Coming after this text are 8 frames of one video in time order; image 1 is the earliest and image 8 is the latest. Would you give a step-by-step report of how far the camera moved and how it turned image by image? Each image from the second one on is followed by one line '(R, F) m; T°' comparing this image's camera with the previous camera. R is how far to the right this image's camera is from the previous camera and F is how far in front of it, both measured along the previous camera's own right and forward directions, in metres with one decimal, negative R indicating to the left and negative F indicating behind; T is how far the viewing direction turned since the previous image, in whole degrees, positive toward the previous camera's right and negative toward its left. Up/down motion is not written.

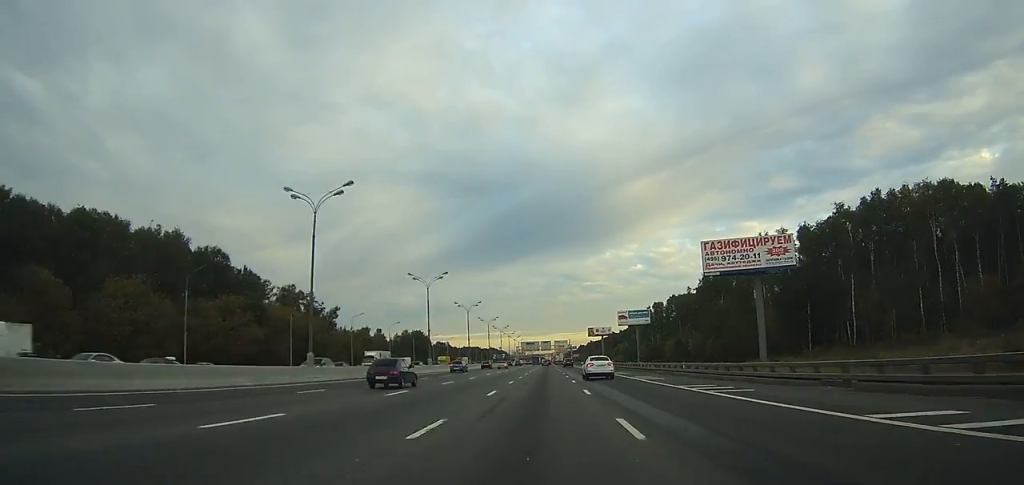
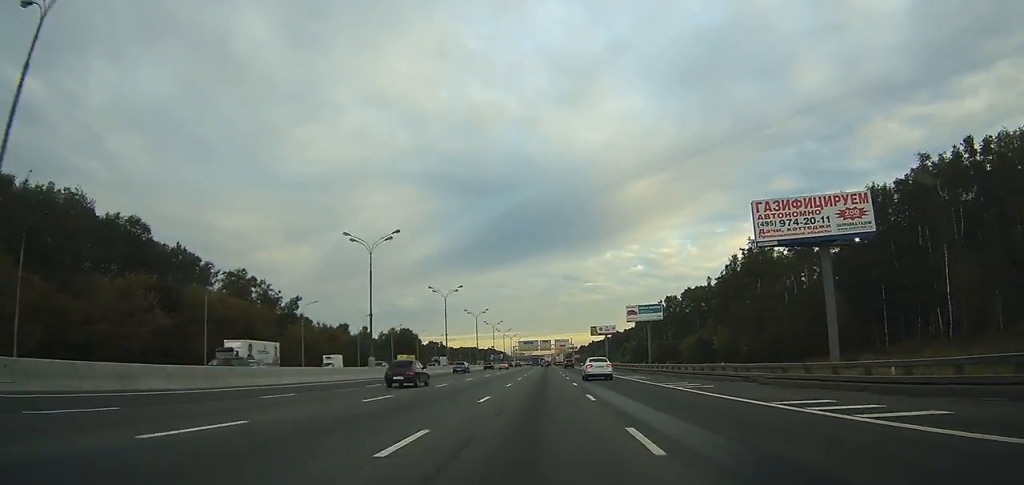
(0.0, +26.3) m; 0°
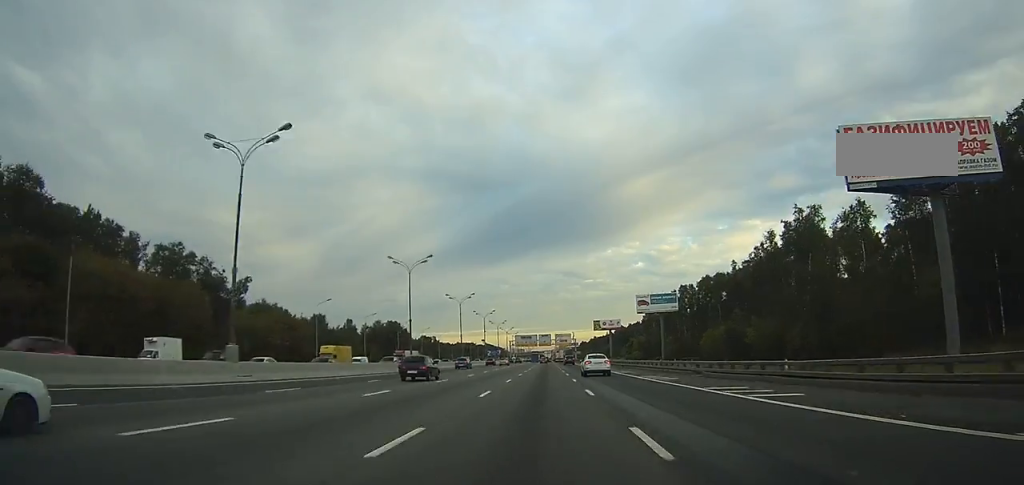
(0.0, +24.5) m; 0°
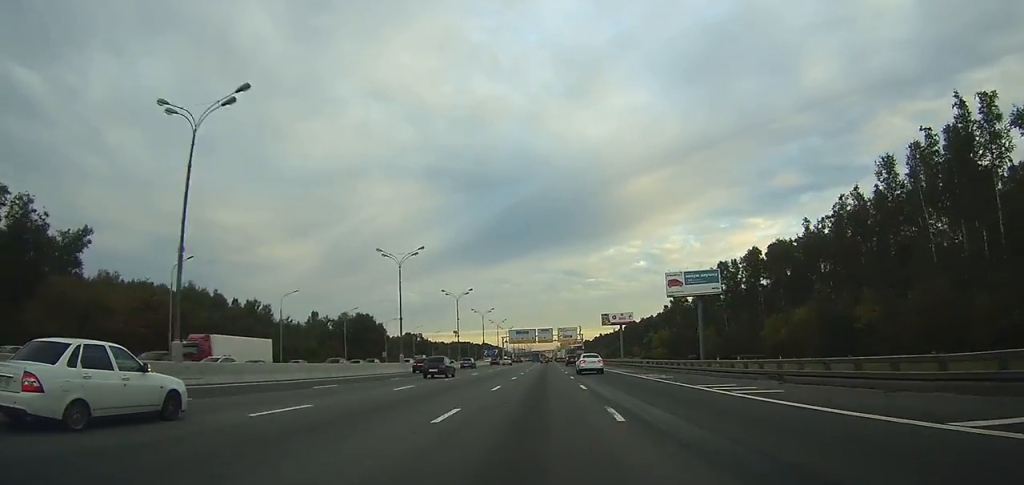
(0.0, +45.0) m; 0°
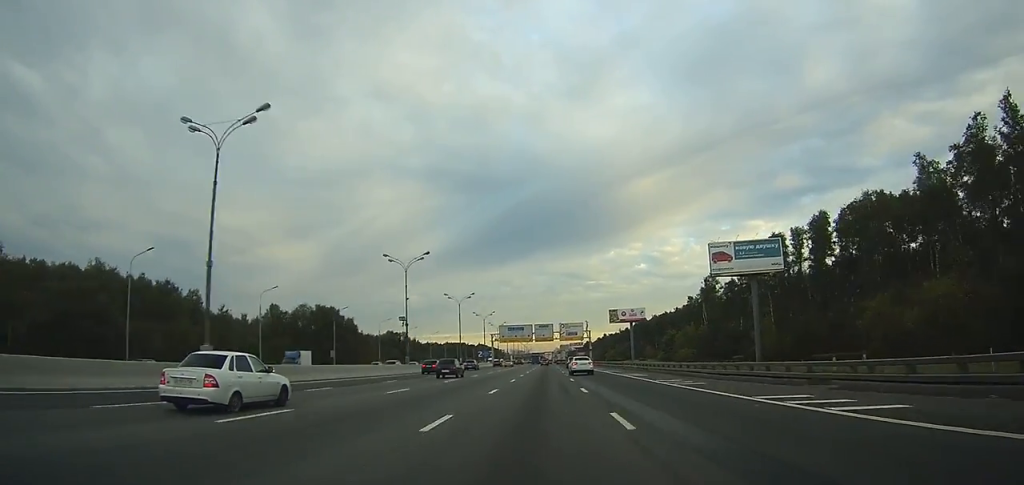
(0.0, +36.6) m; 0°
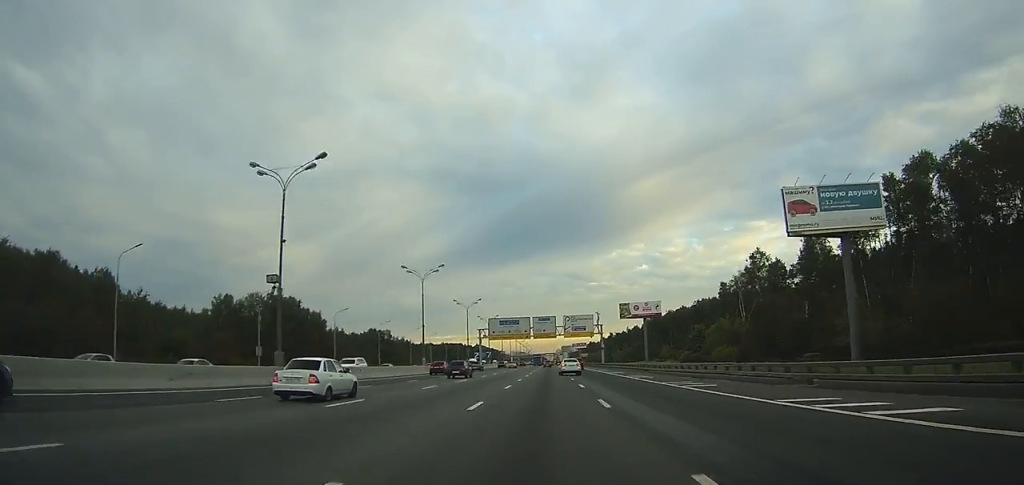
(+0.1, +30.8) m; 0°
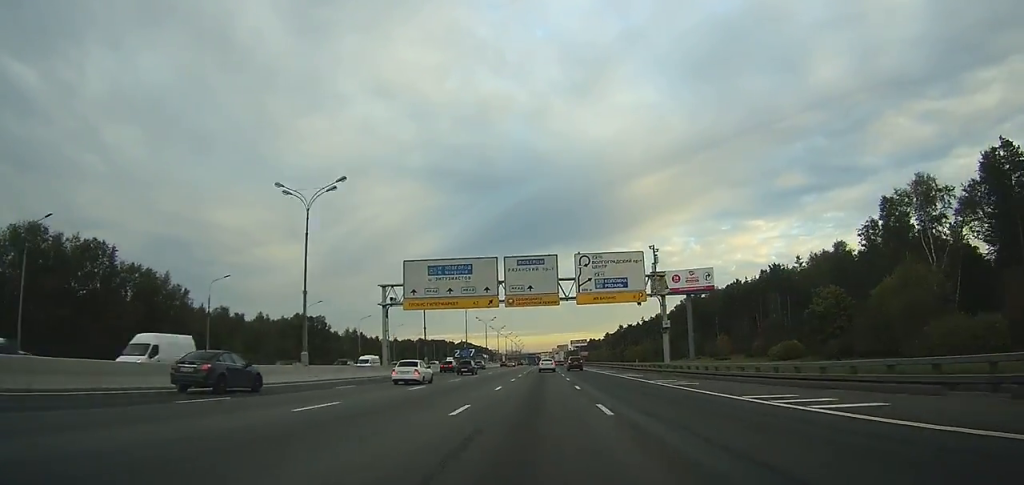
(+0.2, +71.4) m; 0°
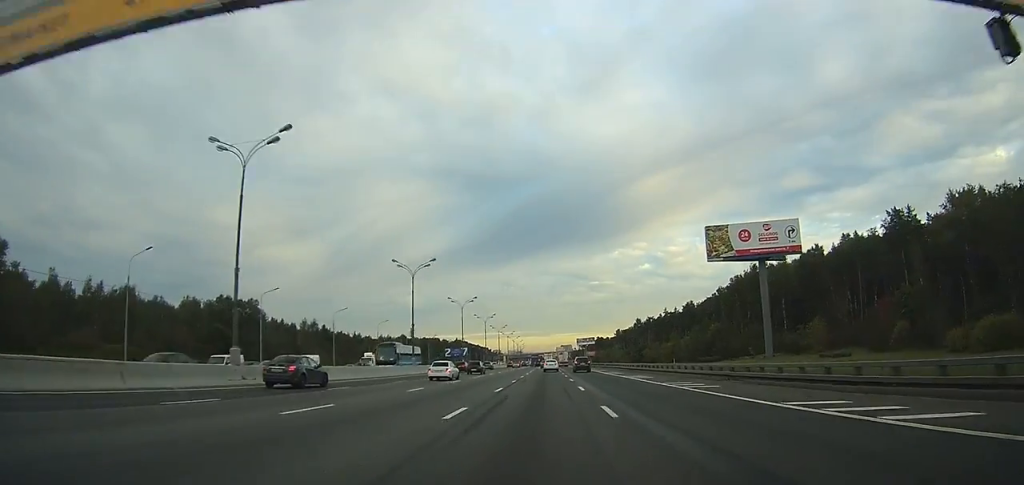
(-0.1, +50.1) m; 0°
